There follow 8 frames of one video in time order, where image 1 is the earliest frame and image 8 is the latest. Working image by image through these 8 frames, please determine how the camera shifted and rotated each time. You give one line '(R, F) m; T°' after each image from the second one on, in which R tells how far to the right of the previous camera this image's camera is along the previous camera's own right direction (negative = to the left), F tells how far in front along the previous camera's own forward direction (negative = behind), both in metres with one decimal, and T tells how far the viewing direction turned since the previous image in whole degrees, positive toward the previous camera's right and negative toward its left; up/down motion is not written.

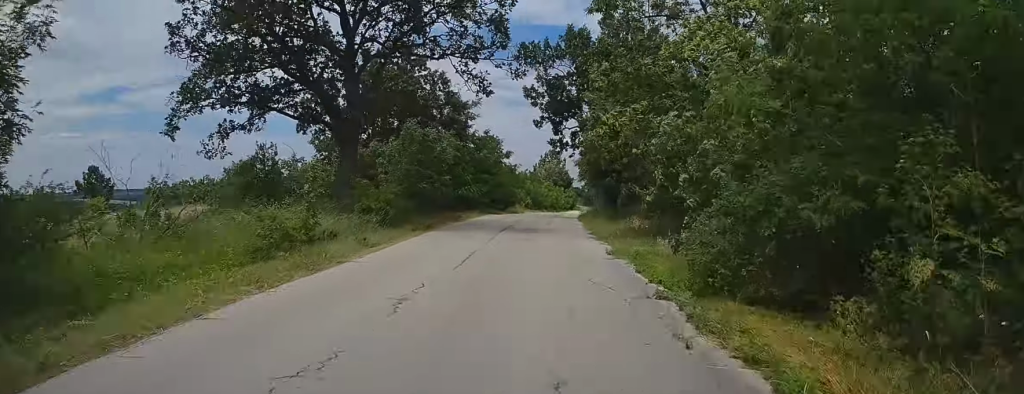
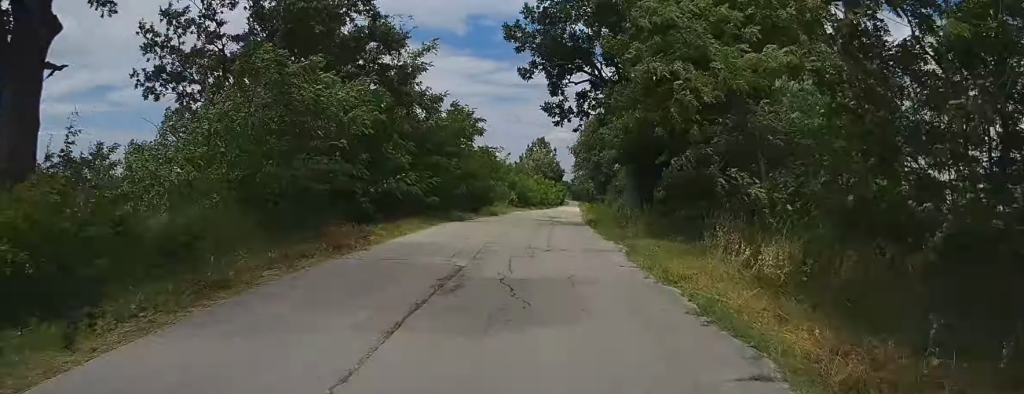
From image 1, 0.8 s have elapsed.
(-0.2, +15.9) m; +1°
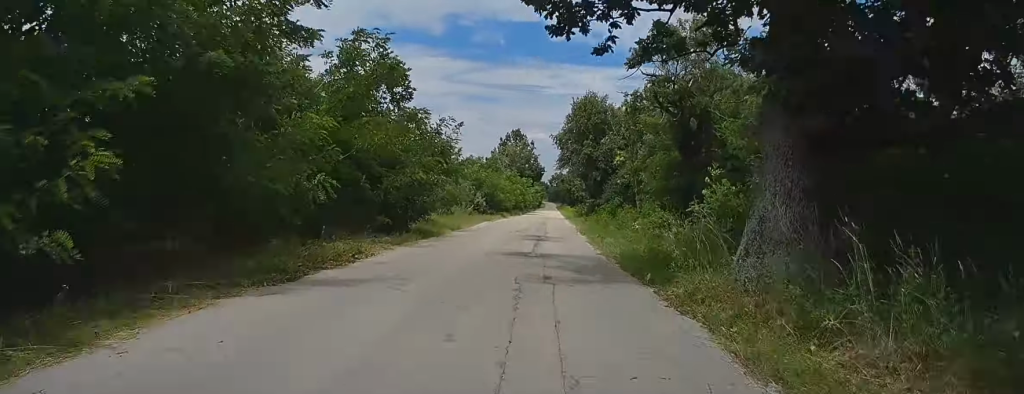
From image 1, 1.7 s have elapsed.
(+0.5, +17.2) m; +2°
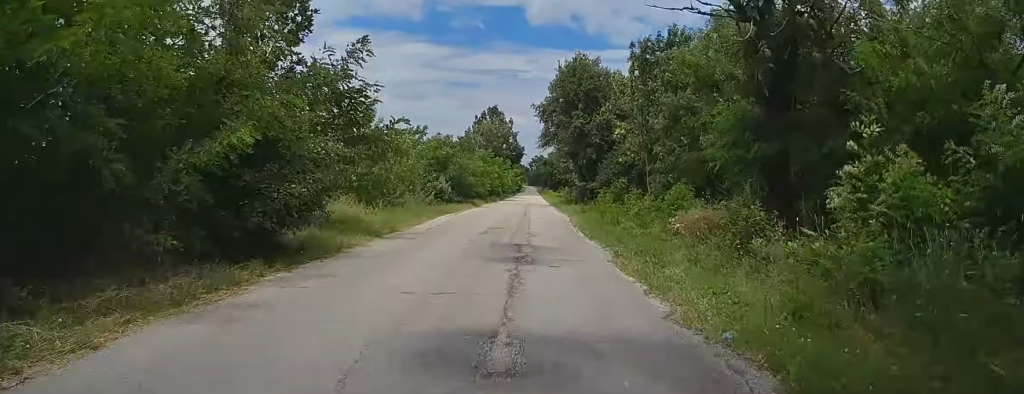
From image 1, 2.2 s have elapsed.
(+0.1, +10.6) m; +1°
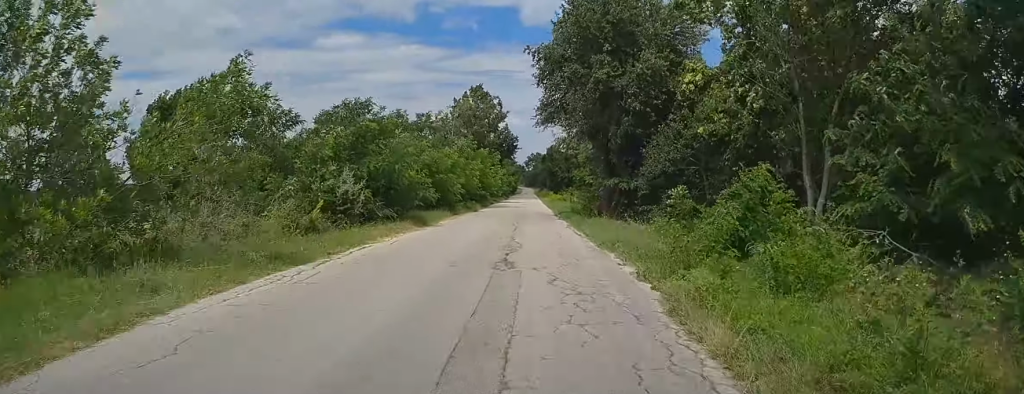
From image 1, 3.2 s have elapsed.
(+0.1, +19.7) m; +1°
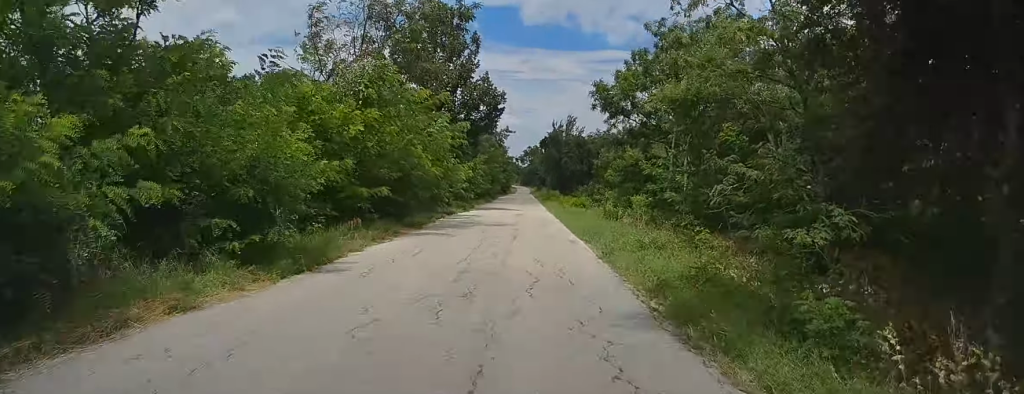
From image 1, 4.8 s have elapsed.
(+0.6, +30.8) m; +1°
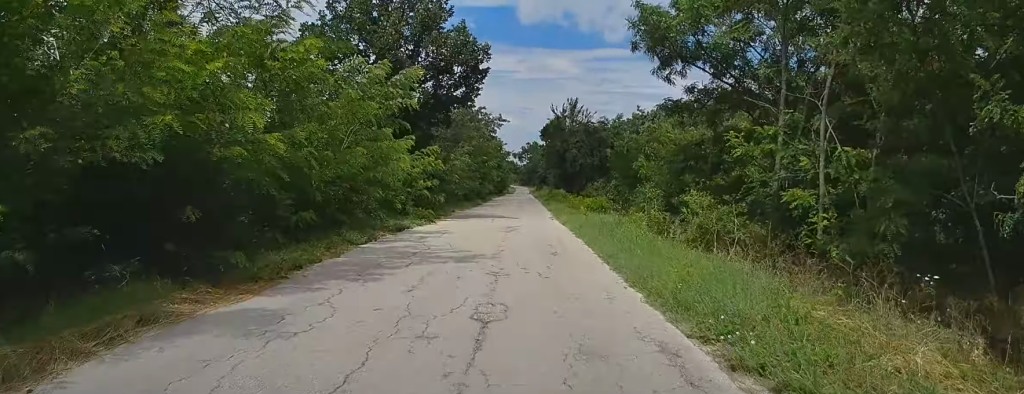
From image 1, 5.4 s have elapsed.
(0.0, +12.4) m; 0°
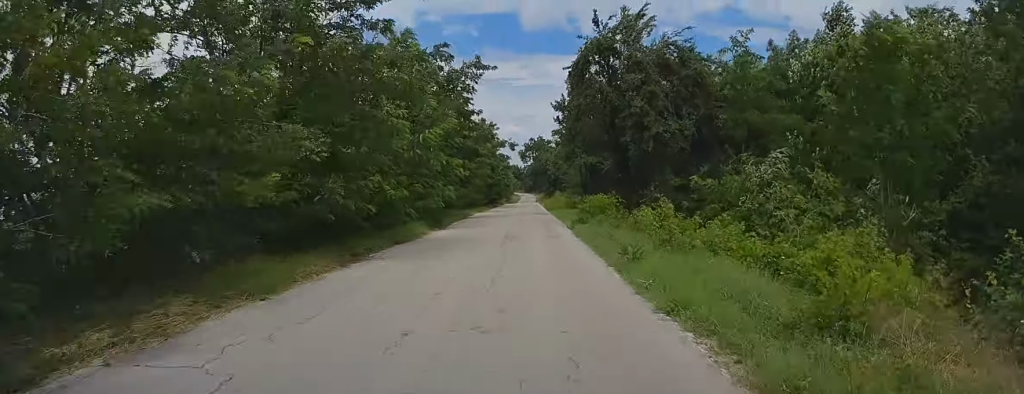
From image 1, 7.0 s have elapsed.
(-0.4, +31.4) m; -1°
